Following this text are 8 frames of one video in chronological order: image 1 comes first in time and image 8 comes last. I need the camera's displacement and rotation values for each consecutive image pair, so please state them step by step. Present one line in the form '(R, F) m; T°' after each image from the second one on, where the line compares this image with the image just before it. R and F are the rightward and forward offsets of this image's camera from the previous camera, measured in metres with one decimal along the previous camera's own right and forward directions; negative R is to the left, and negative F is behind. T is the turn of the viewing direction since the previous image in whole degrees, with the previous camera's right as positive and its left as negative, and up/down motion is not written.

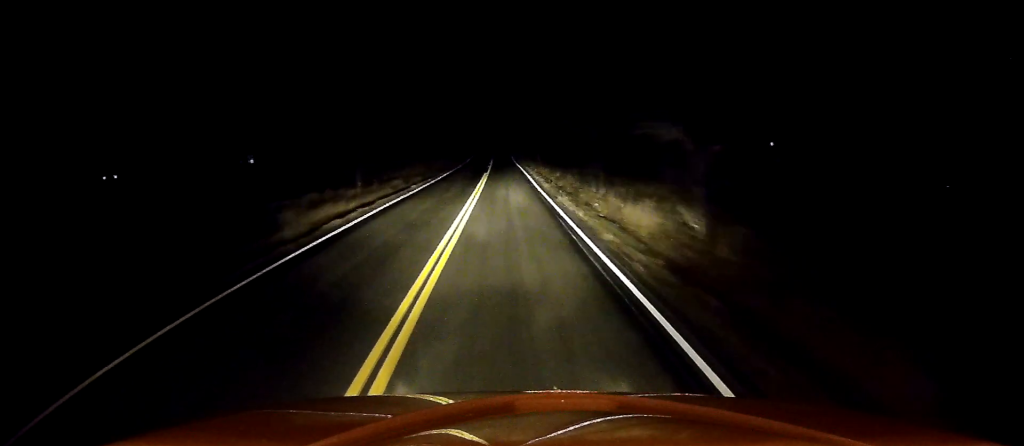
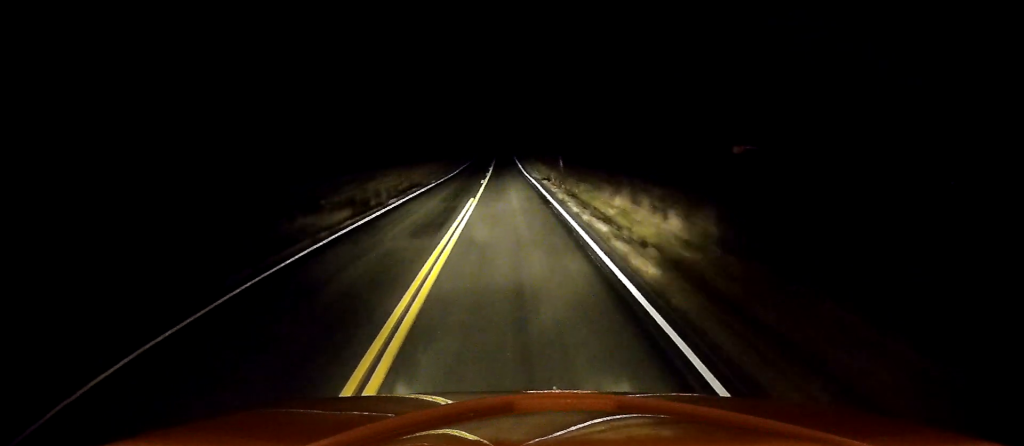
(+0.1, +24.8) m; -1°
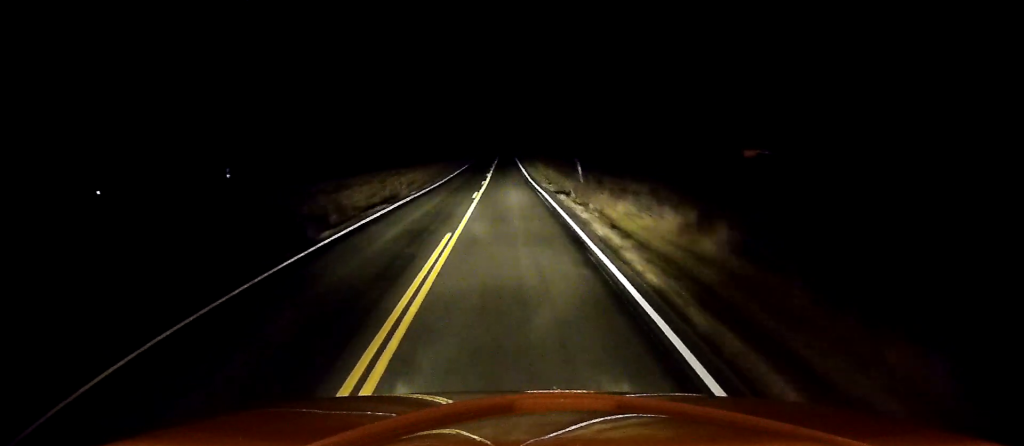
(-0.3, +11.2) m; 0°
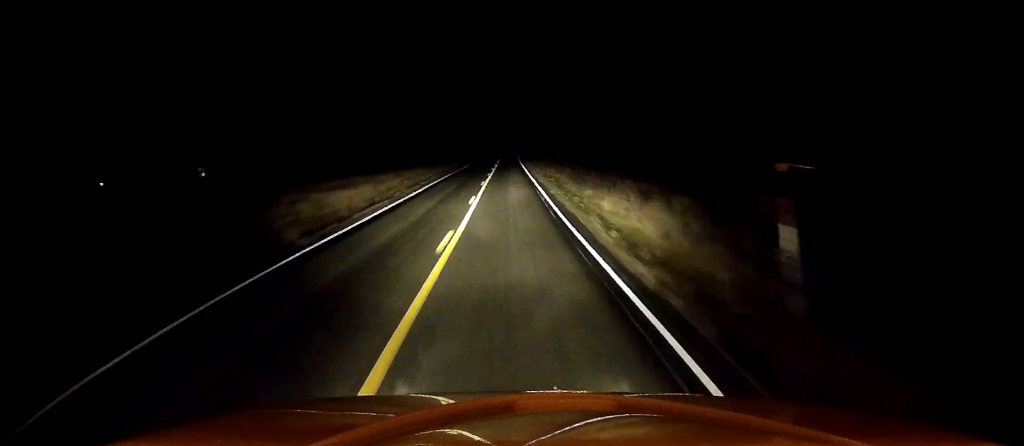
(0.0, +27.3) m; 0°
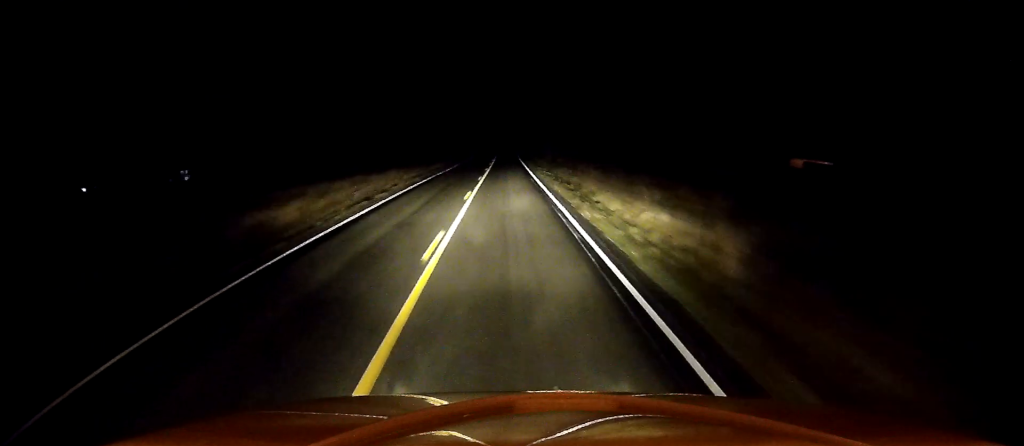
(+0.1, +13.8) m; 0°
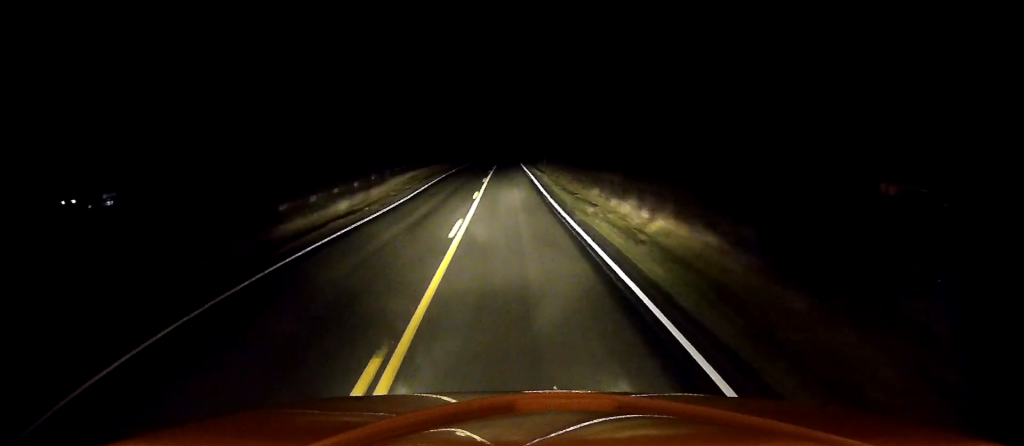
(+0.6, +56.9) m; +1°
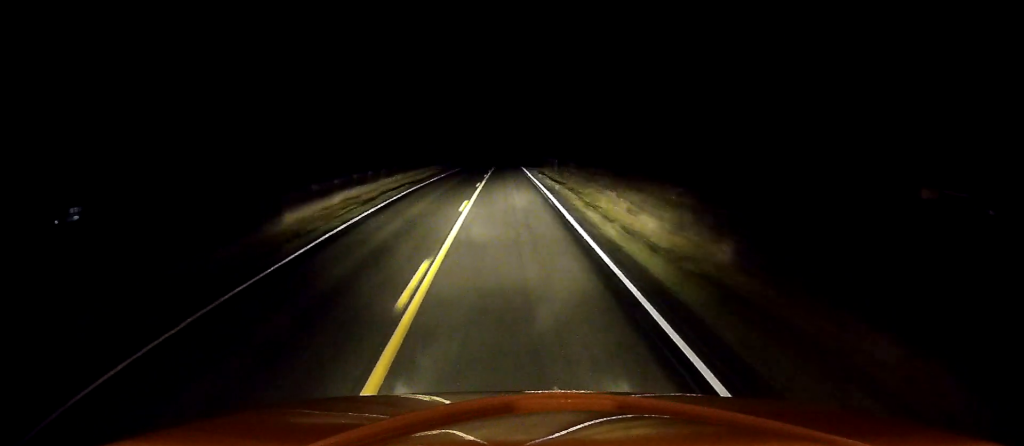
(-0.3, +19.1) m; -1°
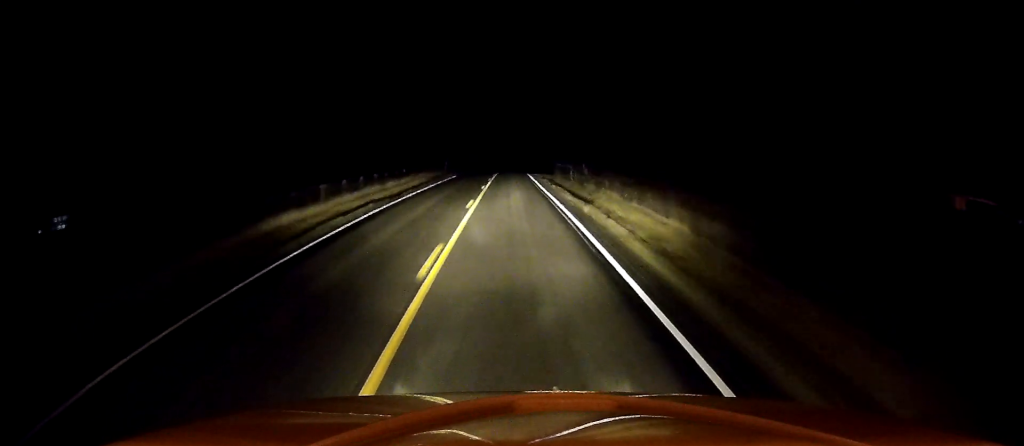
(-0.3, +10.4) m; 0°
